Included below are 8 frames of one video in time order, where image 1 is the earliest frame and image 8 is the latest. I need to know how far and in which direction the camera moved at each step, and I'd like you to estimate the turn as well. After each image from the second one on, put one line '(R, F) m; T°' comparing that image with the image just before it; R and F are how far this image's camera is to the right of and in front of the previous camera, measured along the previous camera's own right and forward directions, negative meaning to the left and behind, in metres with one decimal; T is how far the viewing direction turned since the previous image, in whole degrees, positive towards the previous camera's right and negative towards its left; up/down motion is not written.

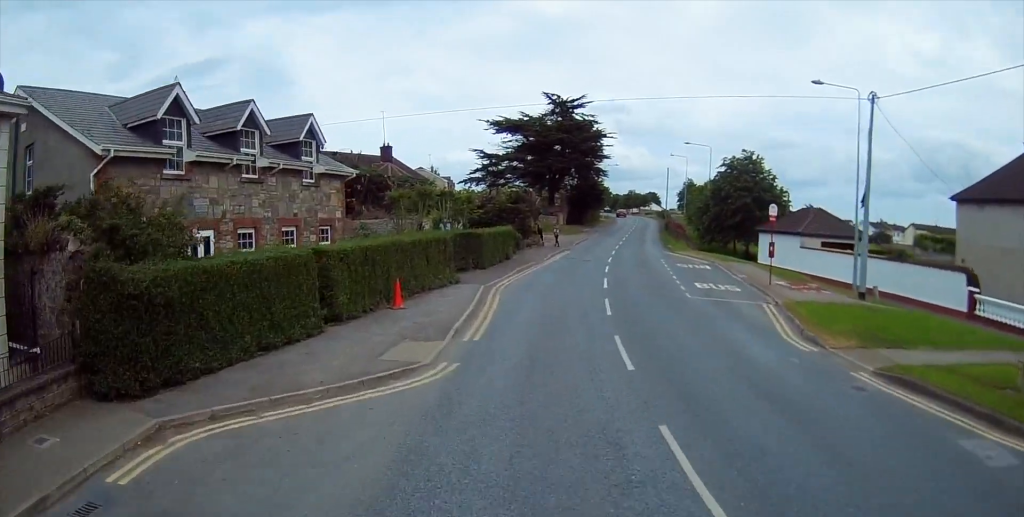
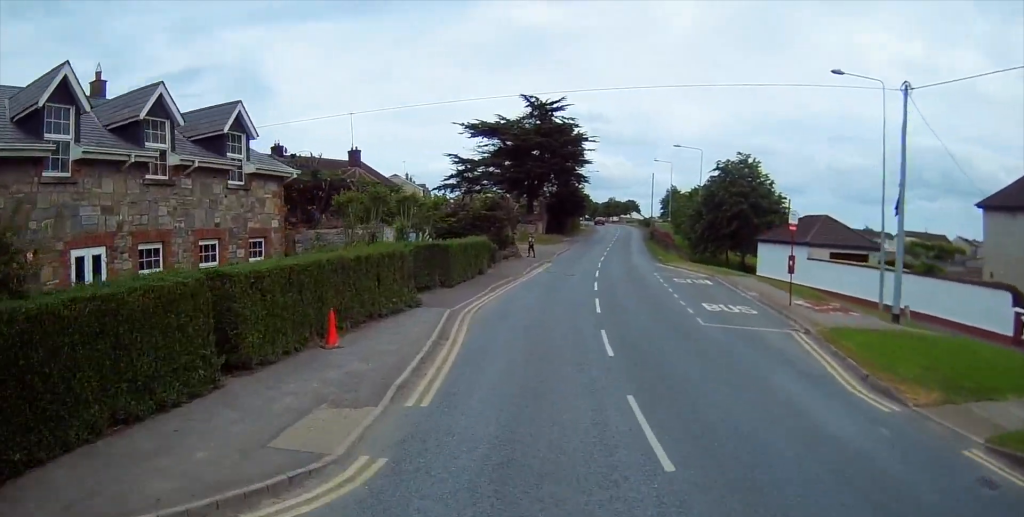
(0.0, +4.2) m; 0°
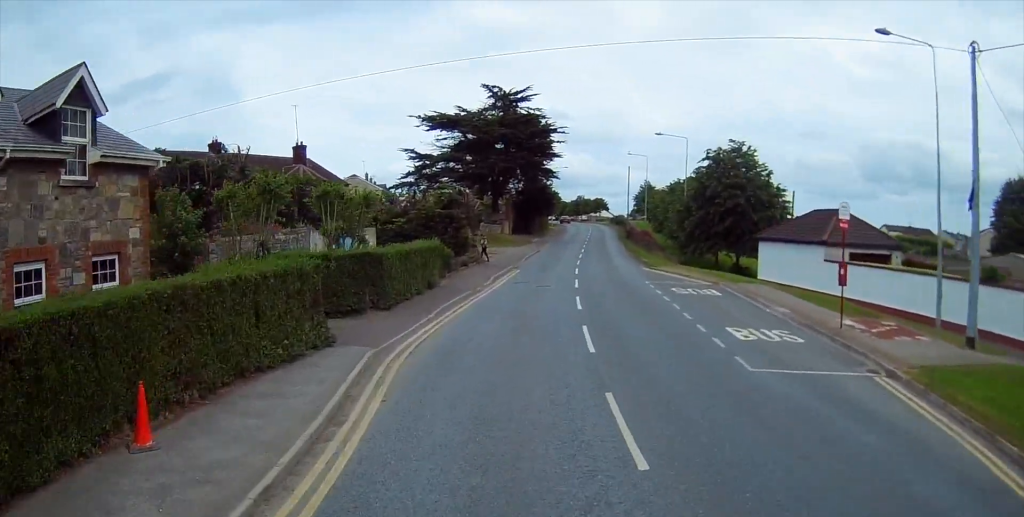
(-0.1, +6.0) m; +1°
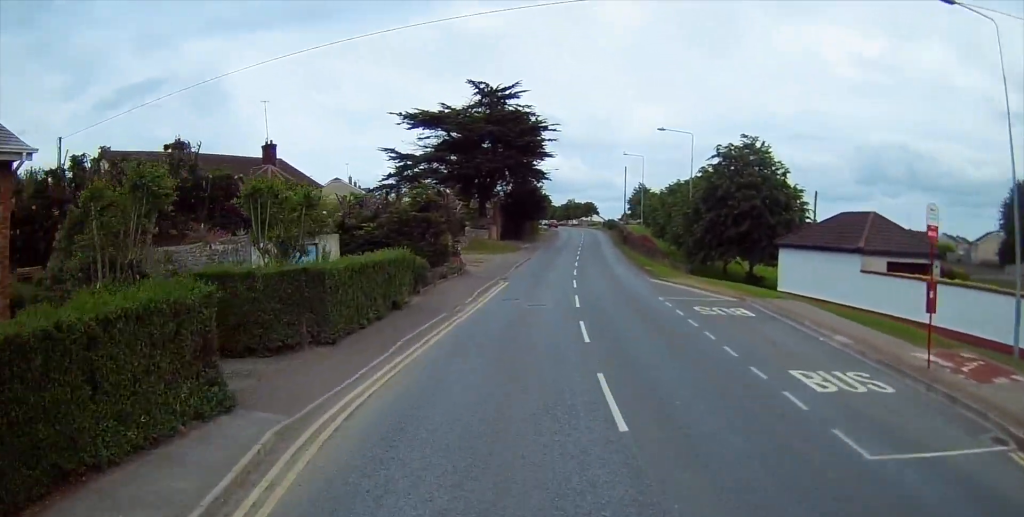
(0.0, +4.5) m; +1°
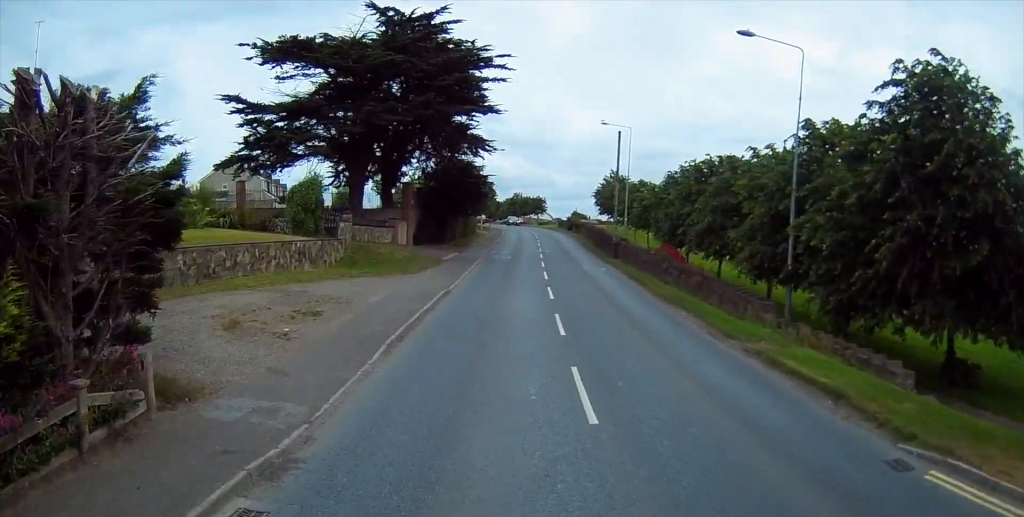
(+1.9, +23.7) m; +8°
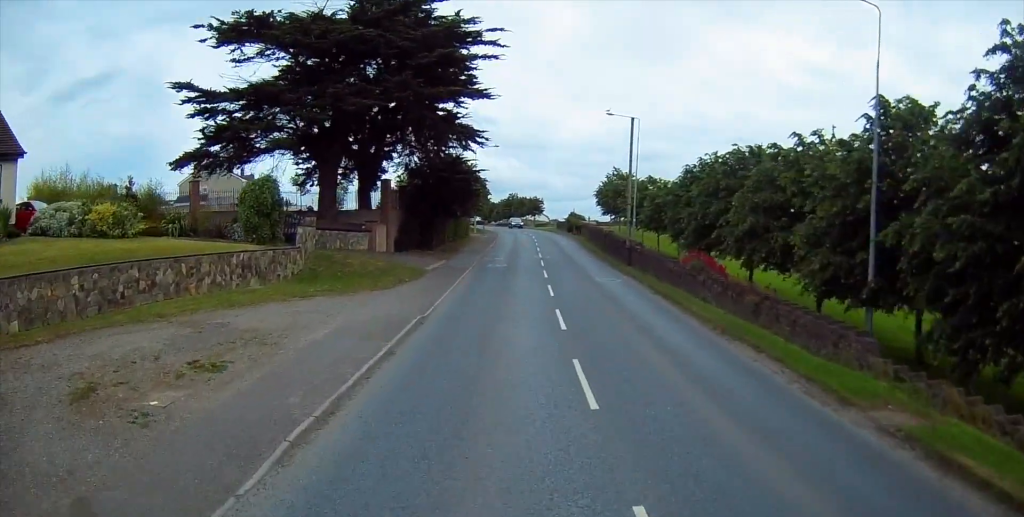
(+0.2, +5.5) m; 0°
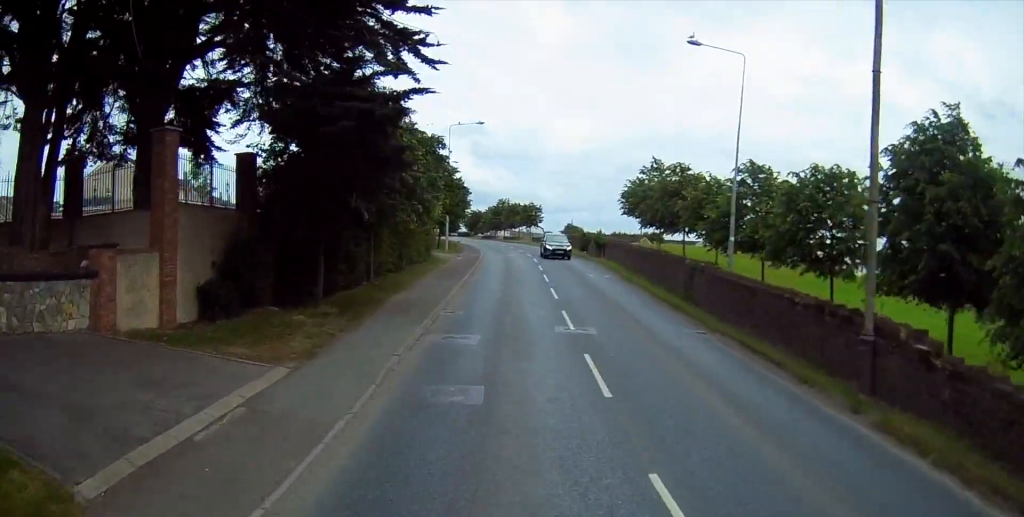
(+0.2, +23.4) m; +1°
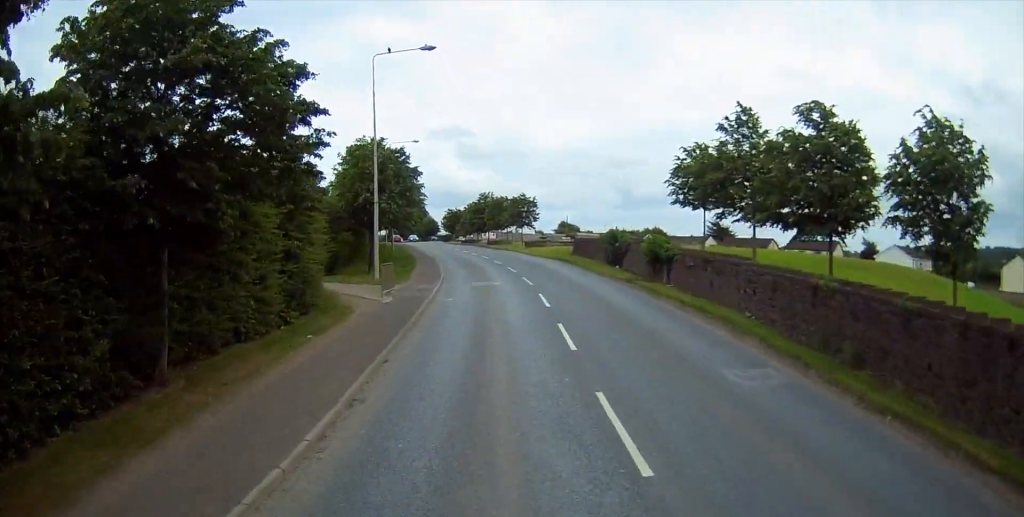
(+0.1, +21.5) m; +1°
